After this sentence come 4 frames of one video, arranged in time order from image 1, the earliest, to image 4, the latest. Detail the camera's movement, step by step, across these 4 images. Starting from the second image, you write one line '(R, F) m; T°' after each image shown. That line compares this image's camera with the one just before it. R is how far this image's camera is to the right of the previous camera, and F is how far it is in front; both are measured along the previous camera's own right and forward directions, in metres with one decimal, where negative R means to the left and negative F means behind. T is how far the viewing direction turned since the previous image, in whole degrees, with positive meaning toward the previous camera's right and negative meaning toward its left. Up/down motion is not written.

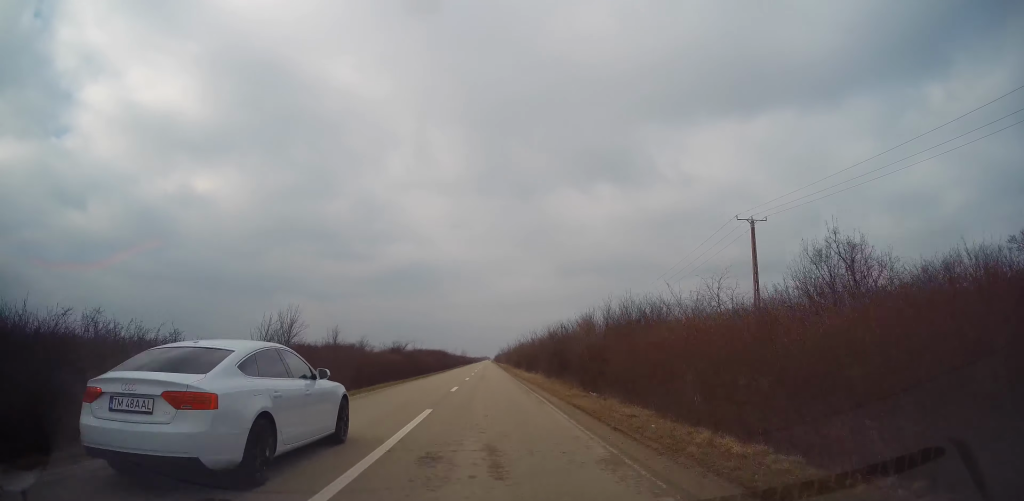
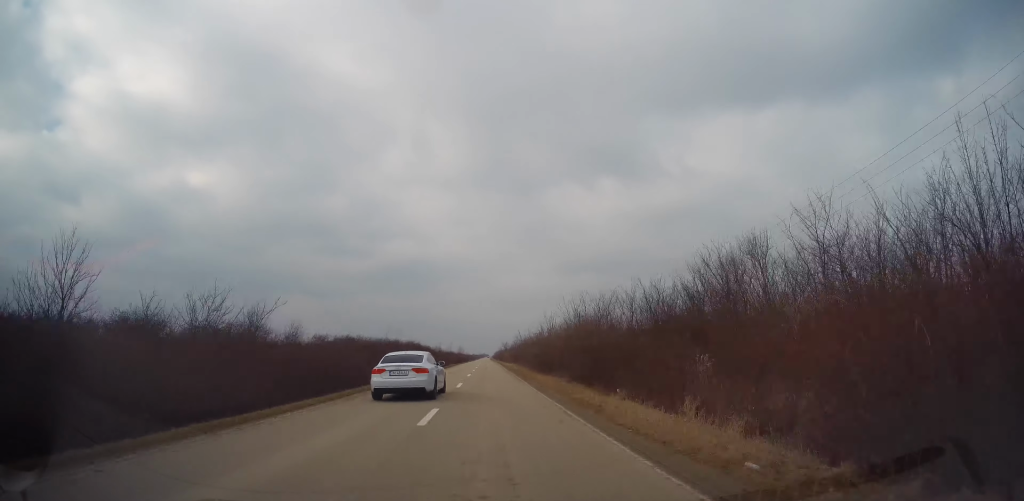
(-0.1, +34.4) m; 0°
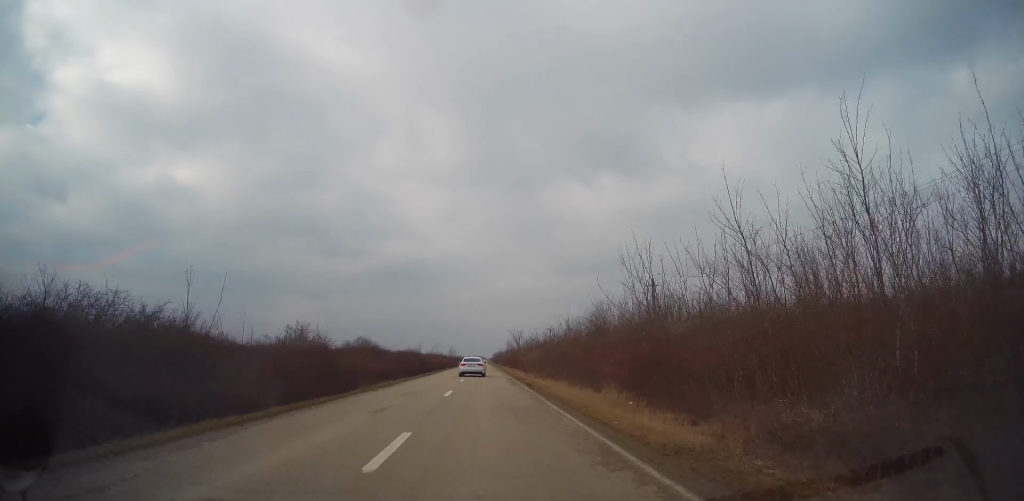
(+0.3, +63.4) m; 0°
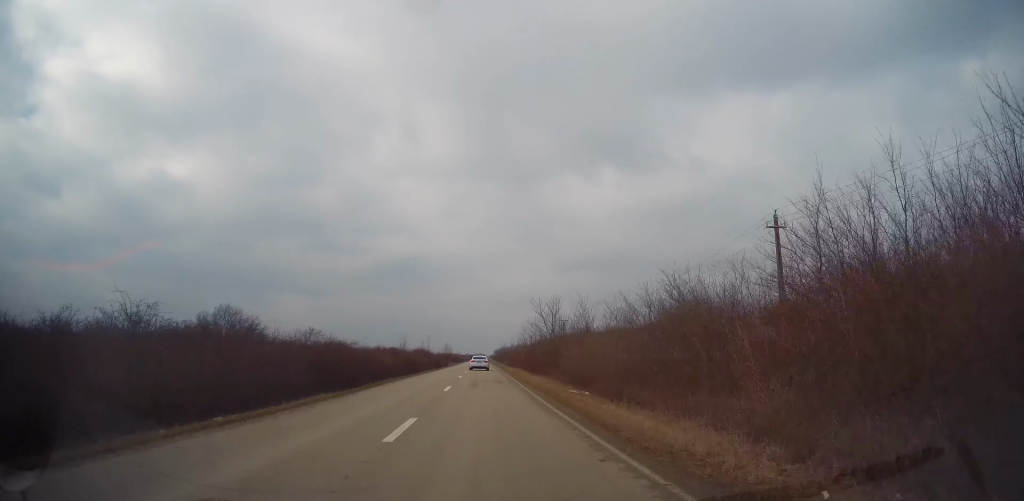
(0.0, +33.4) m; +1°
